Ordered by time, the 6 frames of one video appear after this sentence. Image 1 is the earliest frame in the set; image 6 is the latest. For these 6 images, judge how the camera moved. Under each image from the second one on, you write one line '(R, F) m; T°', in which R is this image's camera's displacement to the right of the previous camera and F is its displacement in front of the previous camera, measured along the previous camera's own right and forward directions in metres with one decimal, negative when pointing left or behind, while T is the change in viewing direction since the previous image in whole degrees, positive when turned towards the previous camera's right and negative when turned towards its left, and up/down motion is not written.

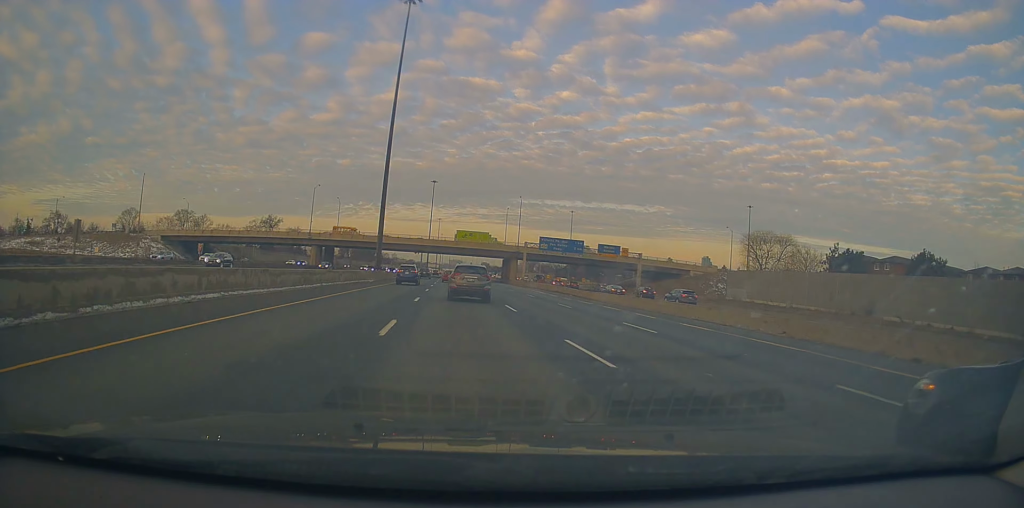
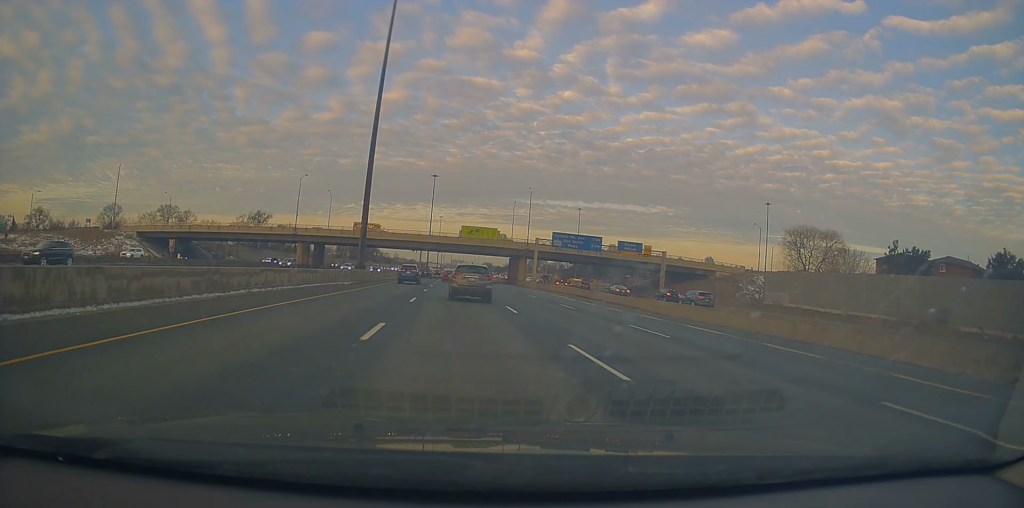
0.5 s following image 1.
(-0.5, +12.9) m; 0°
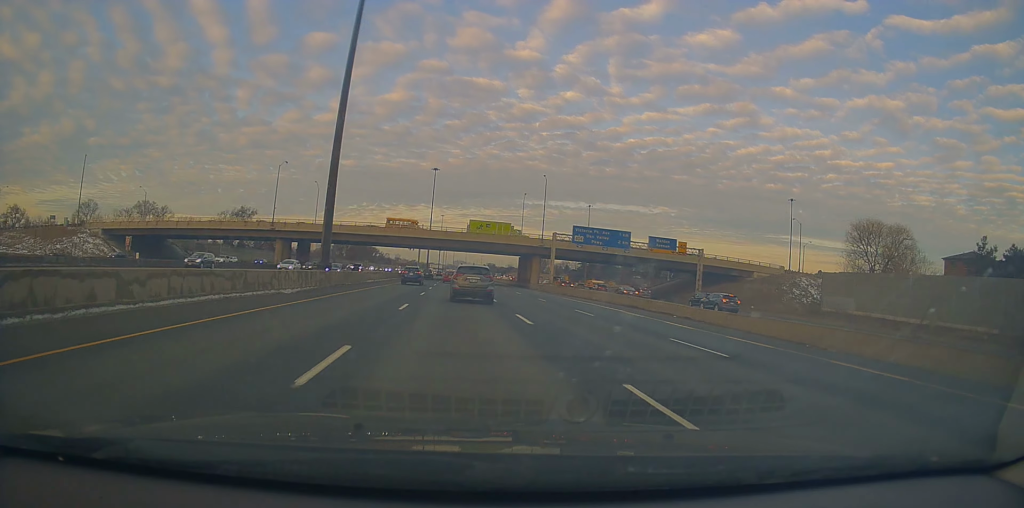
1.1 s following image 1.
(-0.6, +15.5) m; 0°
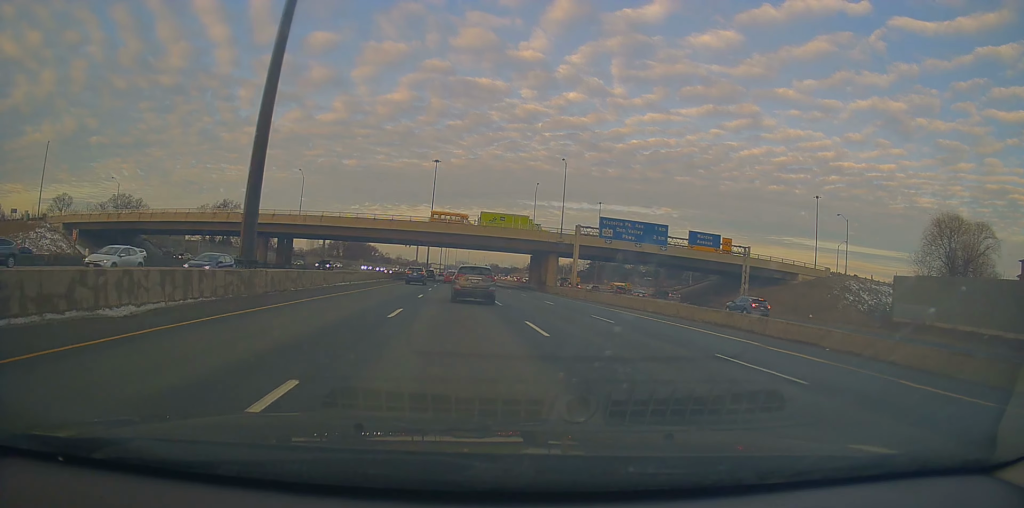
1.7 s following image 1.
(+0.7, +14.8) m; 0°
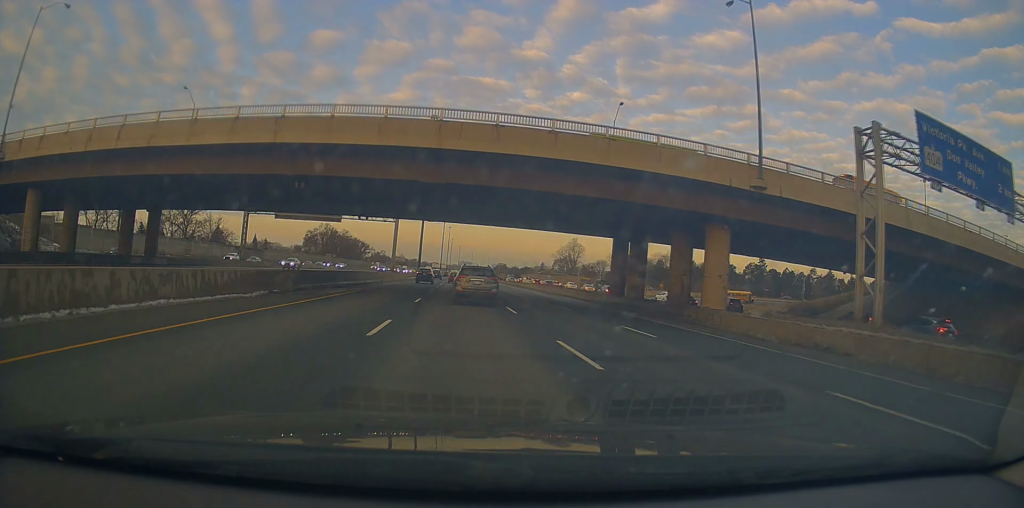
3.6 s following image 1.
(-0.8, +51.5) m; 0°
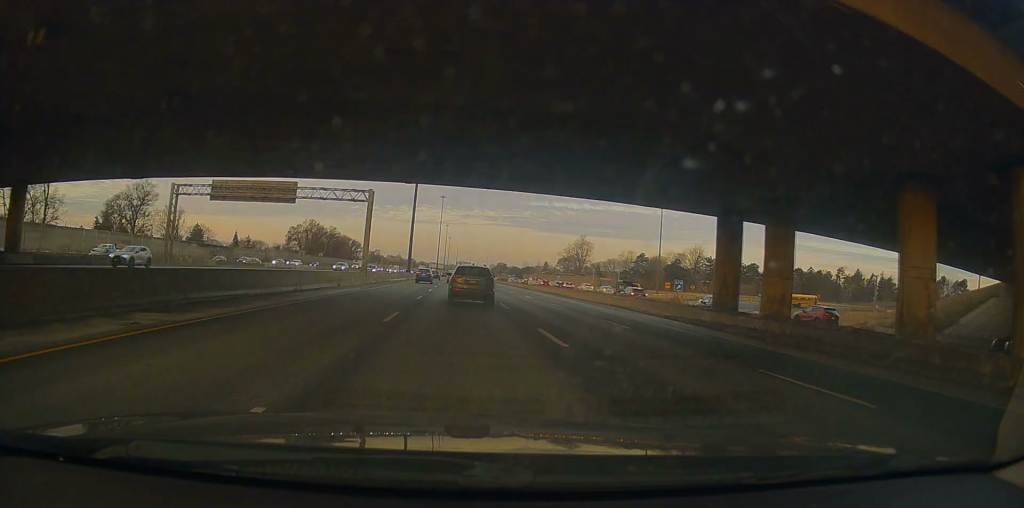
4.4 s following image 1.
(+0.2, +21.1) m; +1°
